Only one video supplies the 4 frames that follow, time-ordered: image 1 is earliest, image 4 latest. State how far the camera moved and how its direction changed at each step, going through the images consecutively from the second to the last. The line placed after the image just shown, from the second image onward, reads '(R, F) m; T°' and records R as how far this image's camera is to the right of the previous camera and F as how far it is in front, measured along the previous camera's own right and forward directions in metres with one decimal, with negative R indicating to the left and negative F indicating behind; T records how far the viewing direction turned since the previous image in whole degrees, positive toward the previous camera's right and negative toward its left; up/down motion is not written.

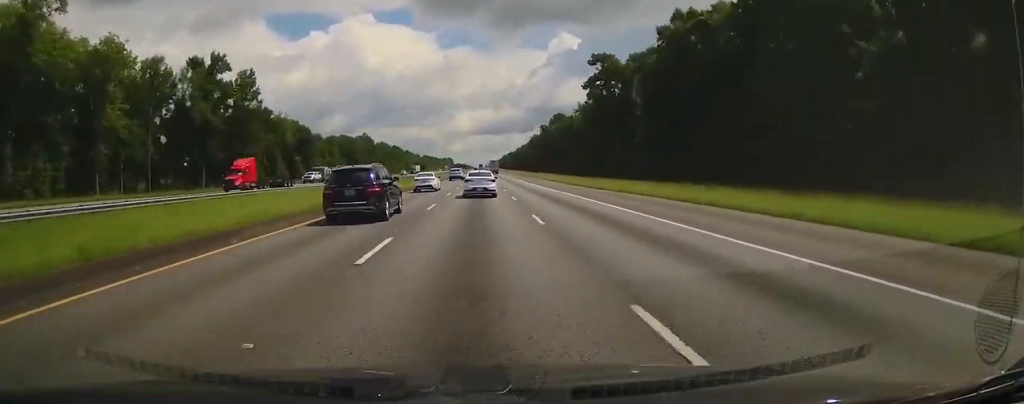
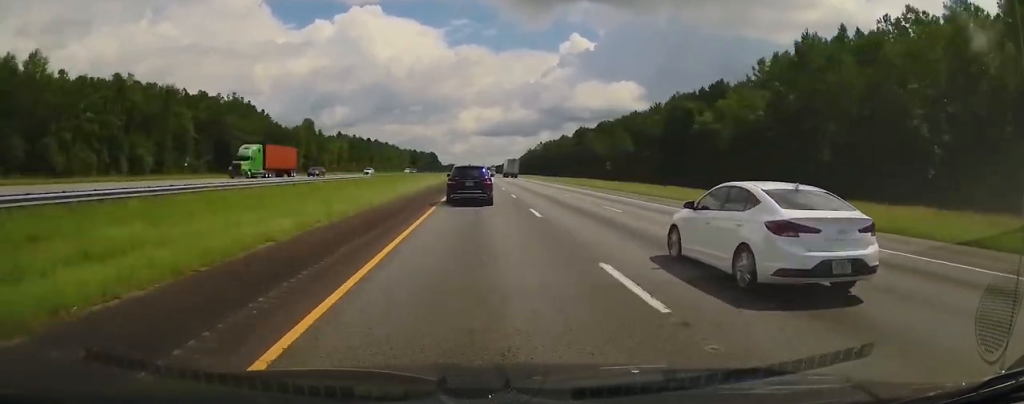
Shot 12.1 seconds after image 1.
(-2.2, +422.1) m; 0°
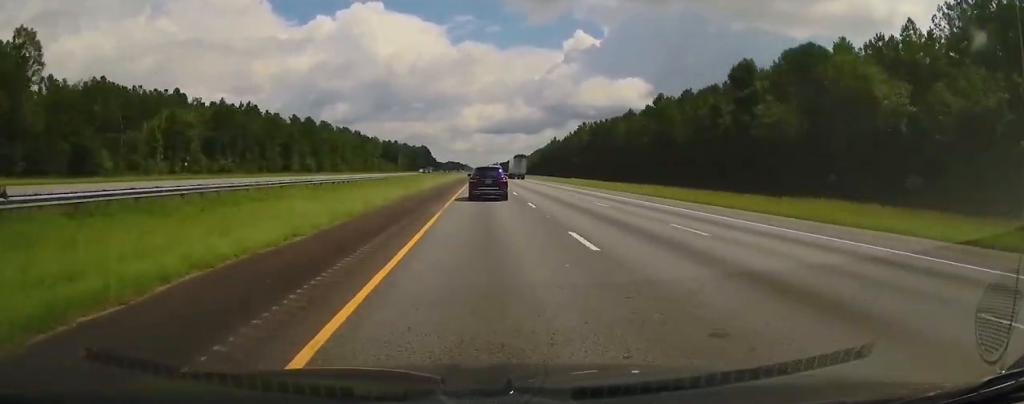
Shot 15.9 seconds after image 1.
(+0.1, +131.1) m; 0°
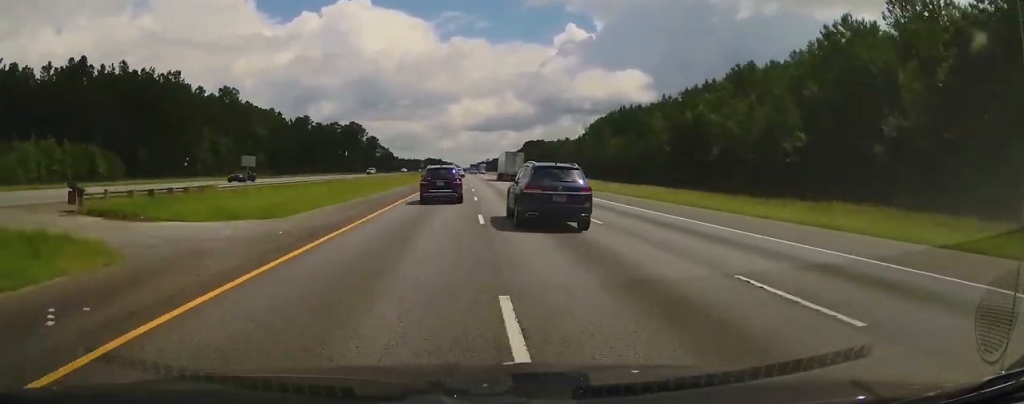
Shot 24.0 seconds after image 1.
(+3.5, +288.6) m; +1°
